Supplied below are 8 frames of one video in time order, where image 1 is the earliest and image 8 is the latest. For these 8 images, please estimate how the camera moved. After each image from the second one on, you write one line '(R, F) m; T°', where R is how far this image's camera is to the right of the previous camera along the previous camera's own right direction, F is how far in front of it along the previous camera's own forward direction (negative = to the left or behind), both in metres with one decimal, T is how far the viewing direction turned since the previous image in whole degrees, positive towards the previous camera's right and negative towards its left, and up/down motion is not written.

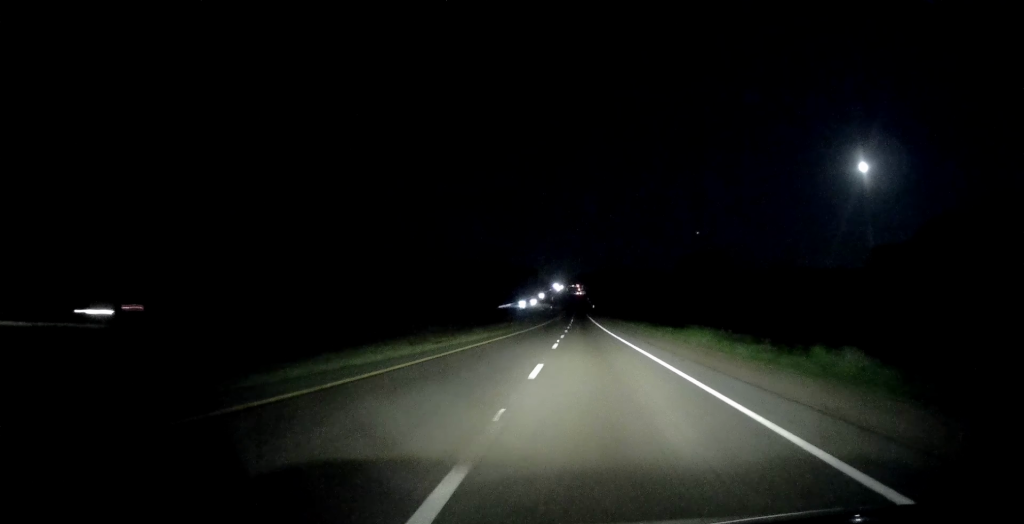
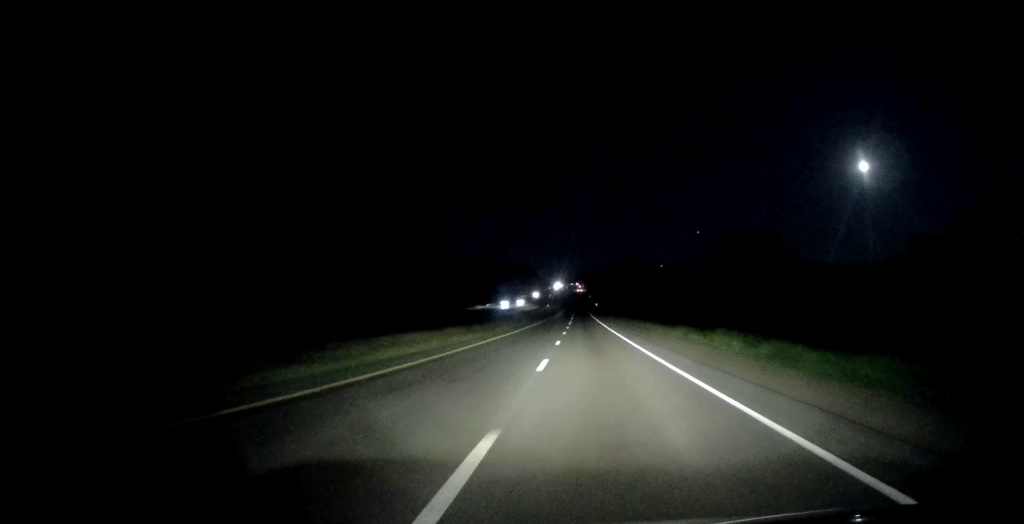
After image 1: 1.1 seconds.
(0.0, +34.7) m; 0°
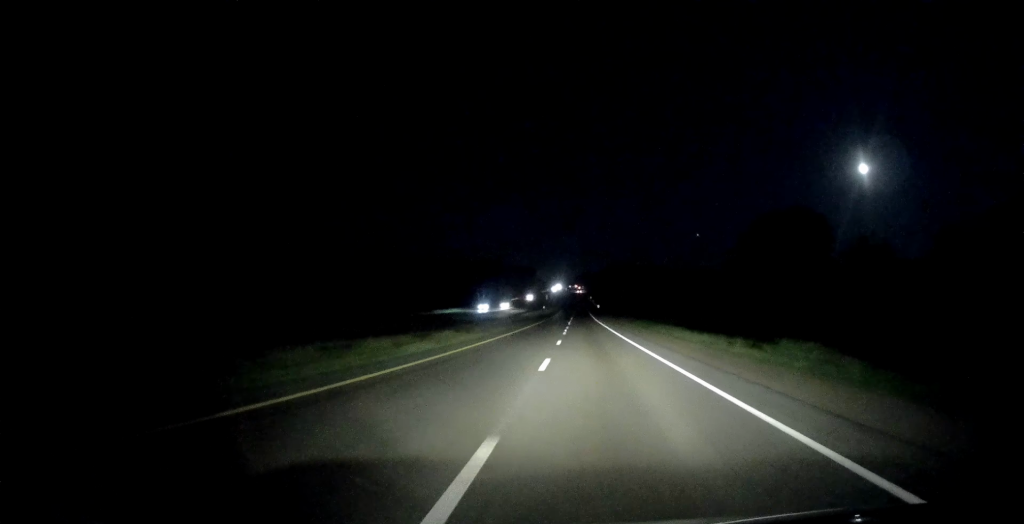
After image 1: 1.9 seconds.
(0.0, +24.2) m; +1°
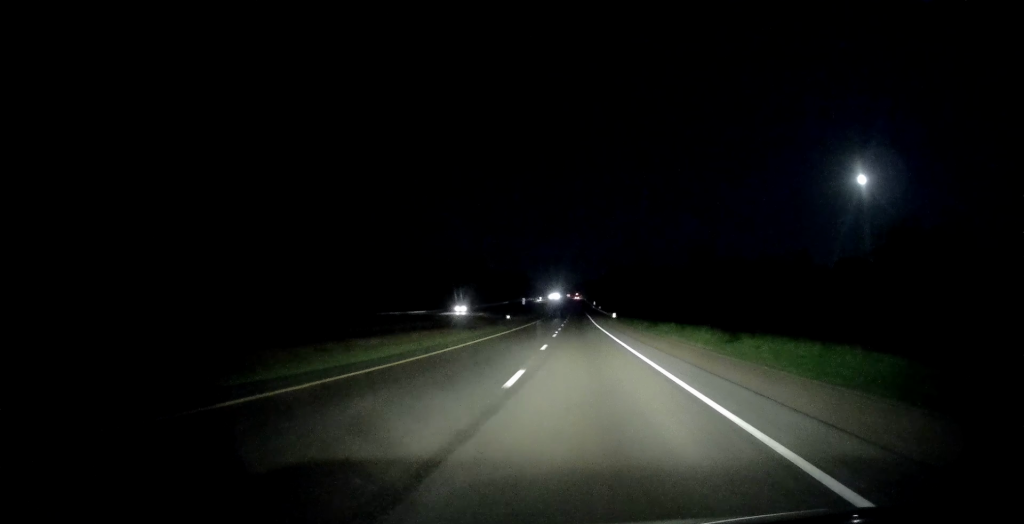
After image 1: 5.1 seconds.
(-0.4, +101.0) m; -1°
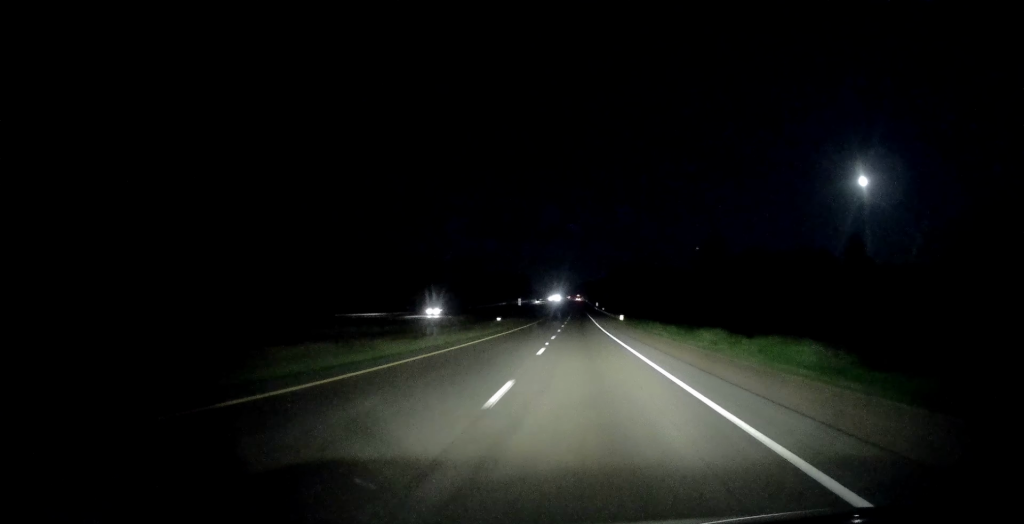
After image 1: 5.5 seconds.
(0.0, +14.6) m; 0°
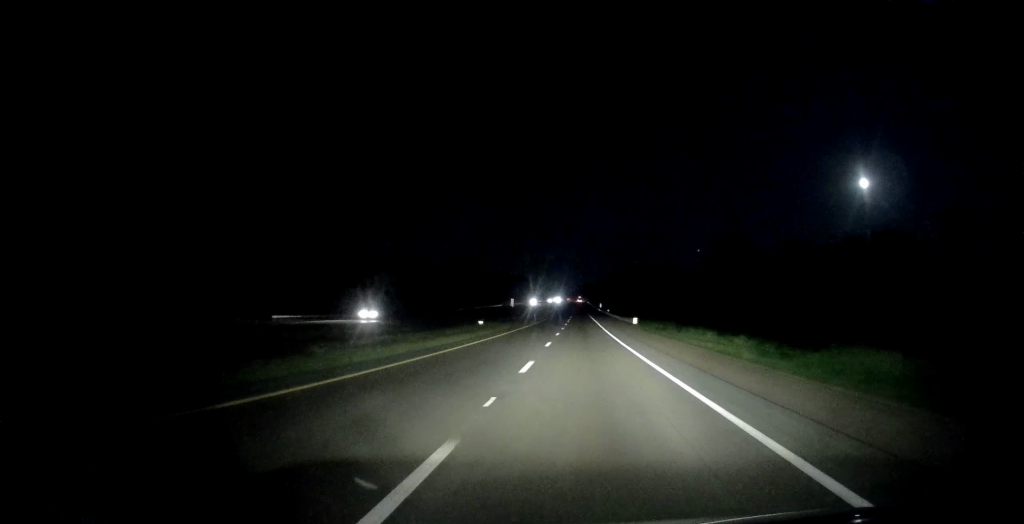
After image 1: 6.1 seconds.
(0.0, +18.8) m; 0°
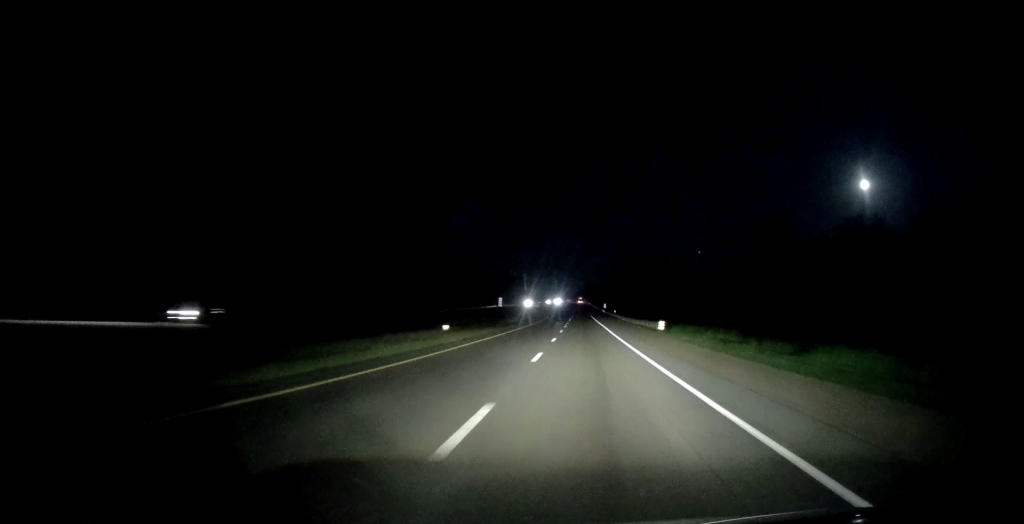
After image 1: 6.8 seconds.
(-0.1, +20.7) m; +1°
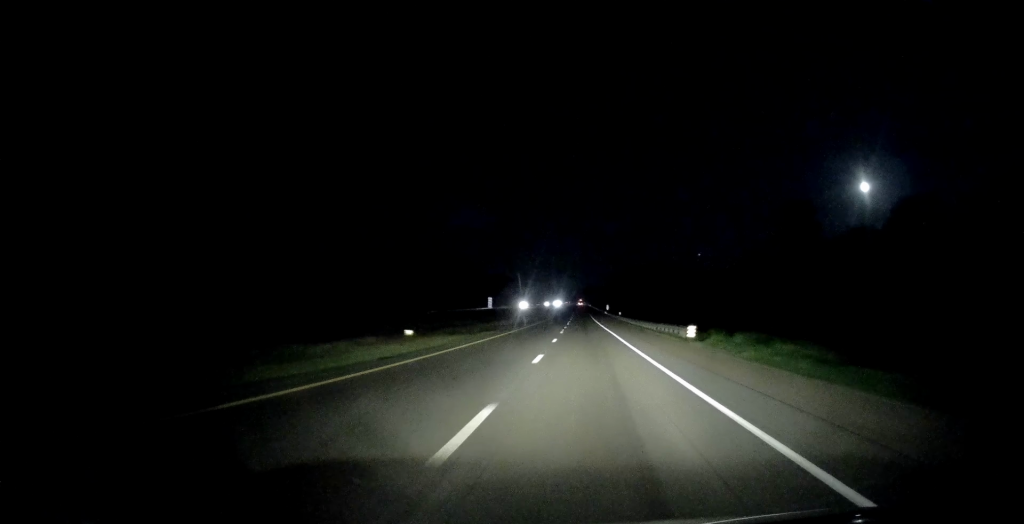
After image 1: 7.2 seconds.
(0.0, +12.4) m; 0°
